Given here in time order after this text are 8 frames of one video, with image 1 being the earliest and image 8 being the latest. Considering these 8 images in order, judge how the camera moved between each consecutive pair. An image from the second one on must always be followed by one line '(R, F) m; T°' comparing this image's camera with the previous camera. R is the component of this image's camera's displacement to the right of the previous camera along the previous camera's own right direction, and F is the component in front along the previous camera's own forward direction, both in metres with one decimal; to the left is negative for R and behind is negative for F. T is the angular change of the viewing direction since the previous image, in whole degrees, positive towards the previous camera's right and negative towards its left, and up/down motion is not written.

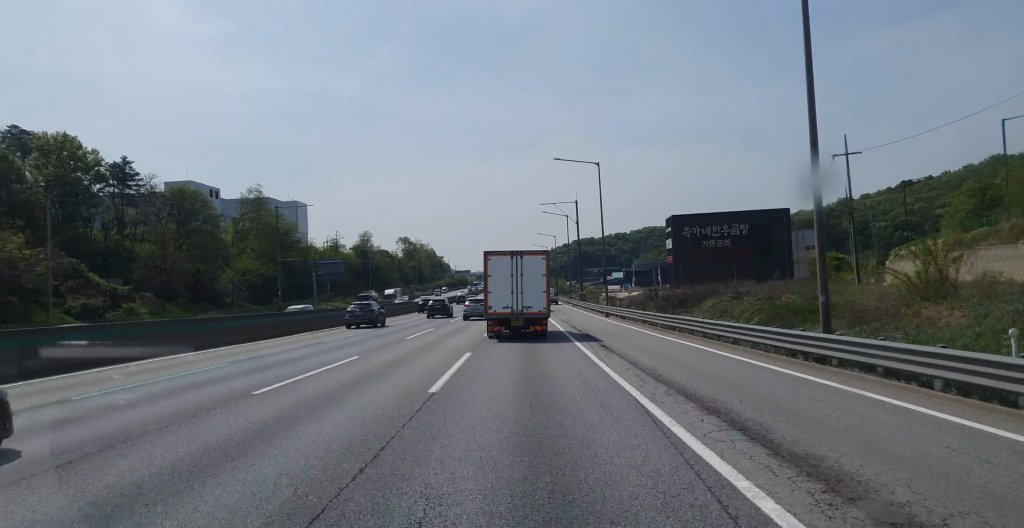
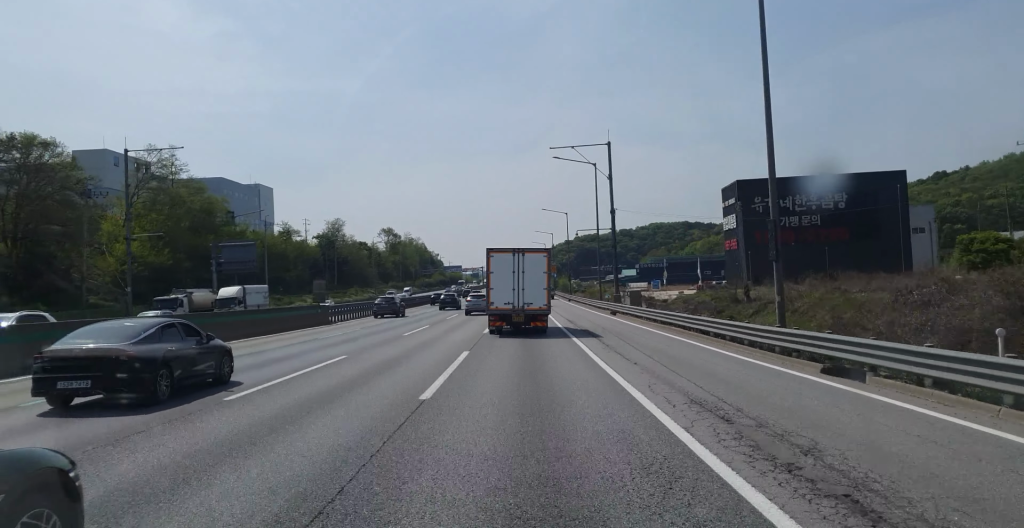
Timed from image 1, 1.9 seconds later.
(+0.8, +41.6) m; +2°
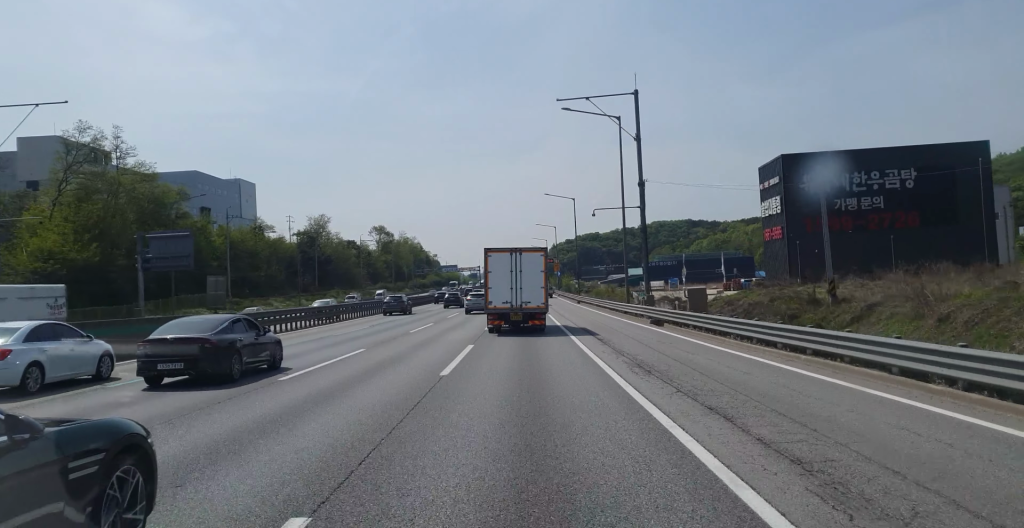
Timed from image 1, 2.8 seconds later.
(0.0, +17.8) m; 0°
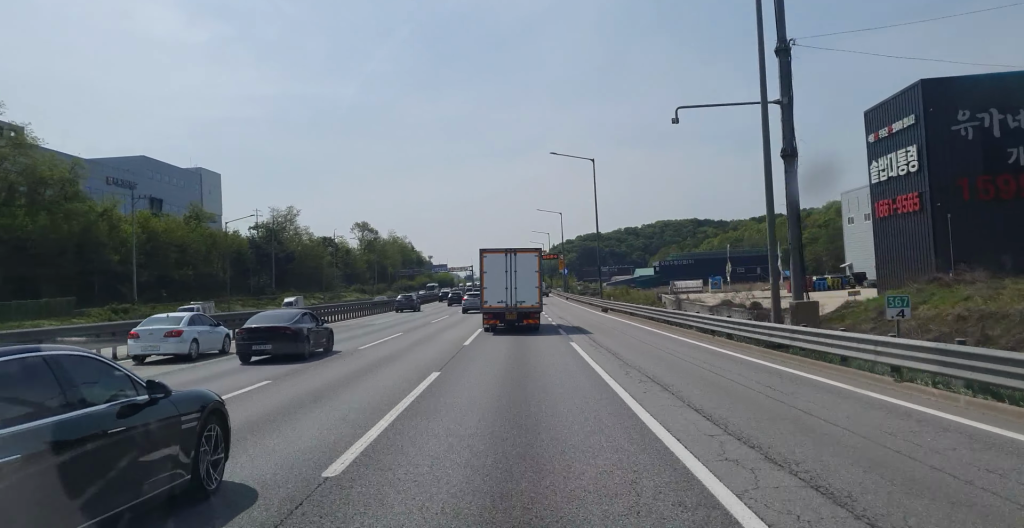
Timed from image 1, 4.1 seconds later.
(-0.3, +27.5) m; -2°
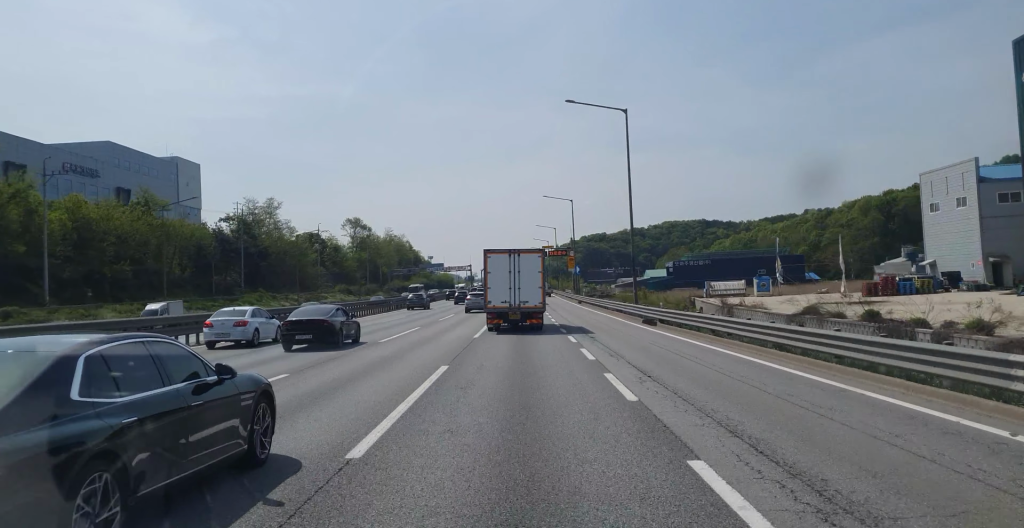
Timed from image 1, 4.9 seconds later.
(-0.3, +17.5) m; -1°
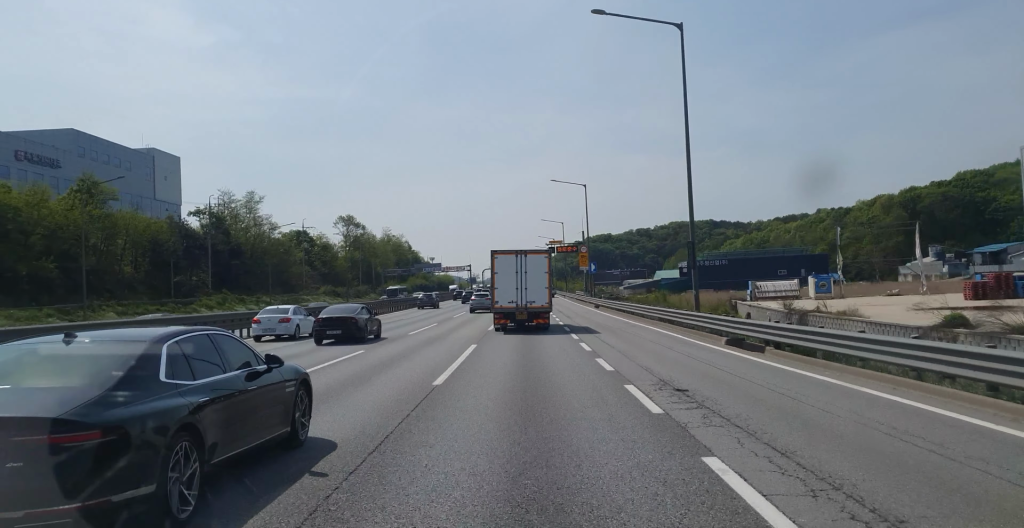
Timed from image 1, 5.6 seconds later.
(0.0, +14.7) m; 0°
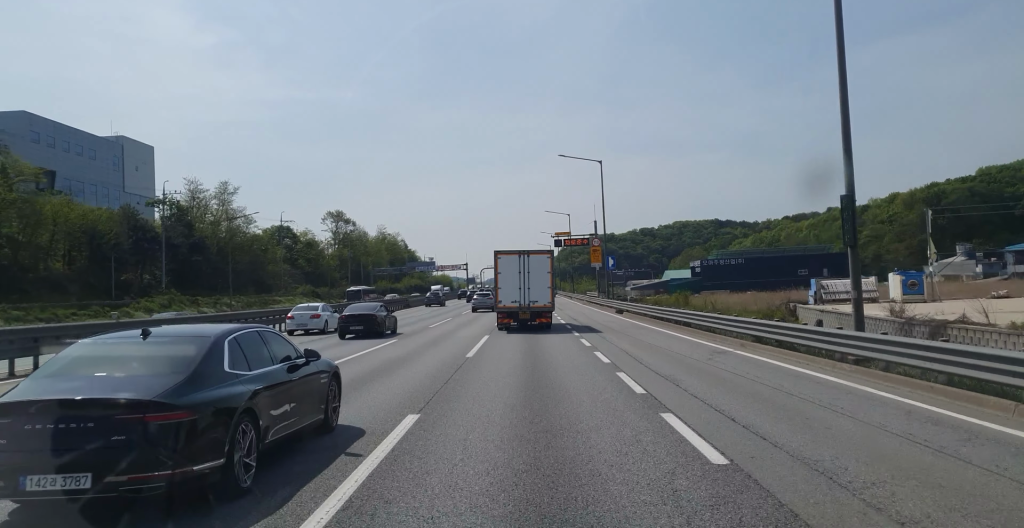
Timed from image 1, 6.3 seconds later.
(0.0, +14.7) m; 0°
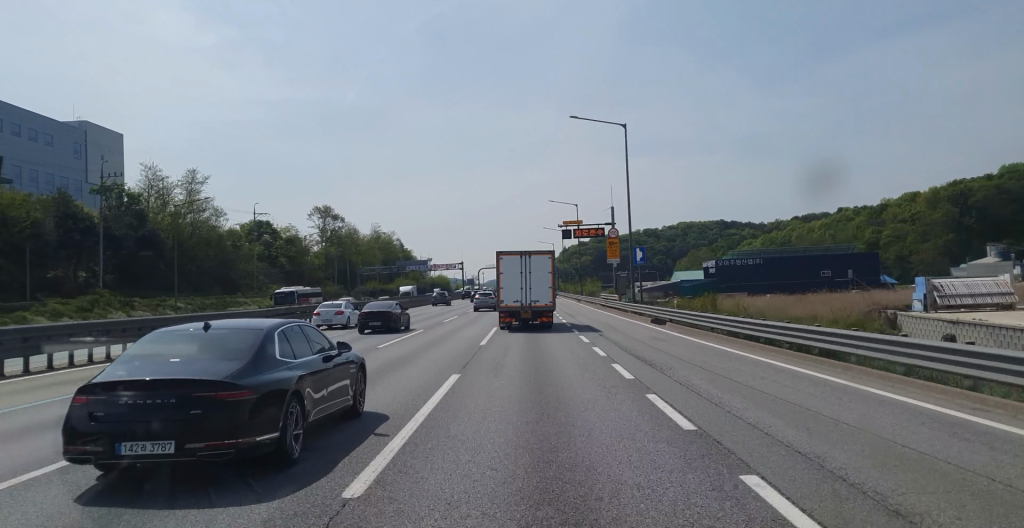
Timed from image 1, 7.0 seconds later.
(0.0, +14.7) m; 0°
